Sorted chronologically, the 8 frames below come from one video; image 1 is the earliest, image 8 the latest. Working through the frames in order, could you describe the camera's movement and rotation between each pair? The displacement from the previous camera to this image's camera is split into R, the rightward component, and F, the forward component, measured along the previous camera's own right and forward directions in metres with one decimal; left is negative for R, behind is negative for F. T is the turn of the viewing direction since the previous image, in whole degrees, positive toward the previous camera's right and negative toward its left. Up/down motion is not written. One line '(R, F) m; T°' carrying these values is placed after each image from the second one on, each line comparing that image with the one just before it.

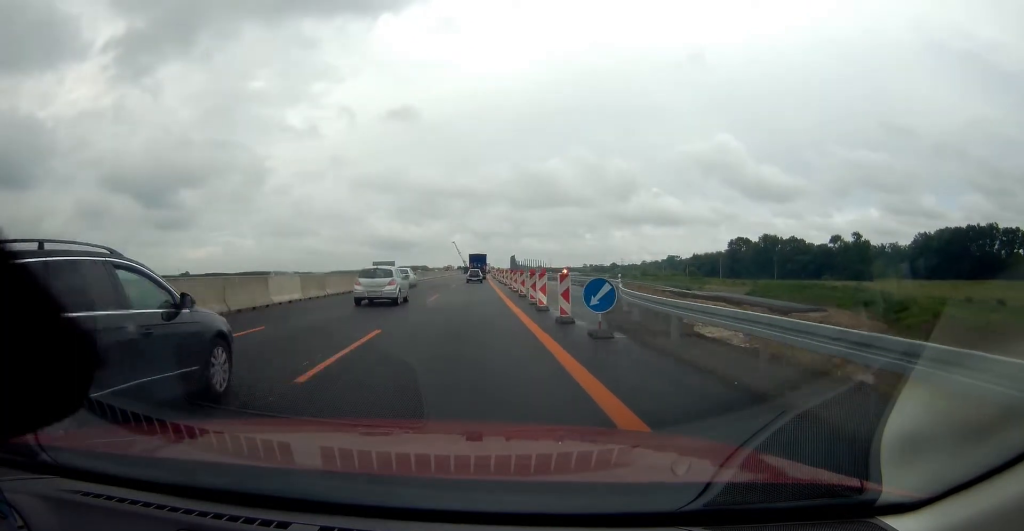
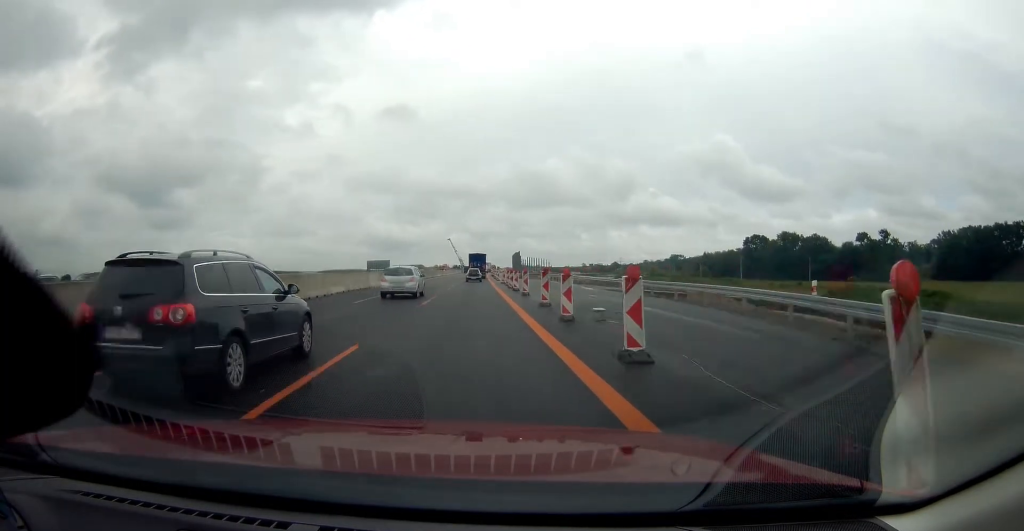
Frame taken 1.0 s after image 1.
(+0.1, +20.3) m; 0°
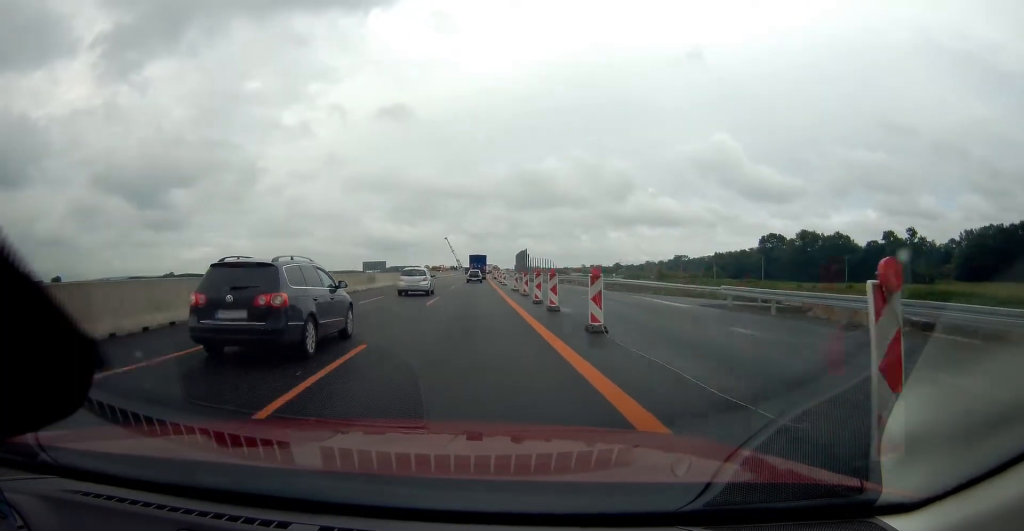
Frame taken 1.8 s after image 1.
(-0.2, +17.5) m; 0°
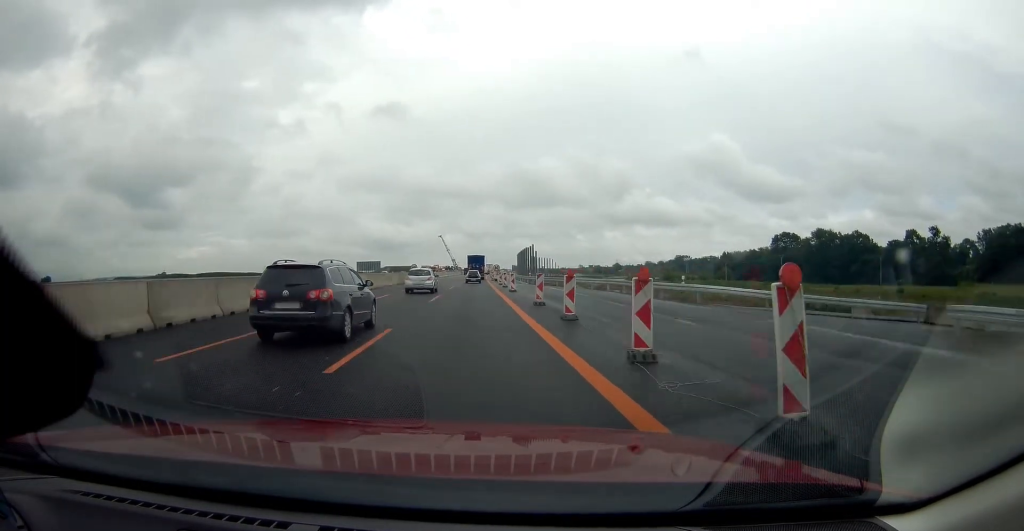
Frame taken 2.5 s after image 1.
(+0.2, +14.7) m; +1°
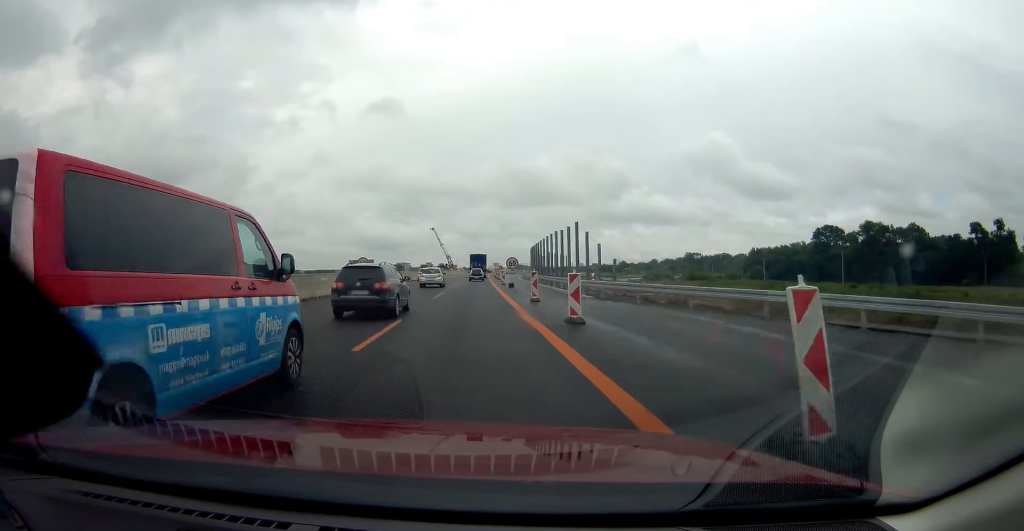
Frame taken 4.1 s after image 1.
(0.0, +33.6) m; 0°
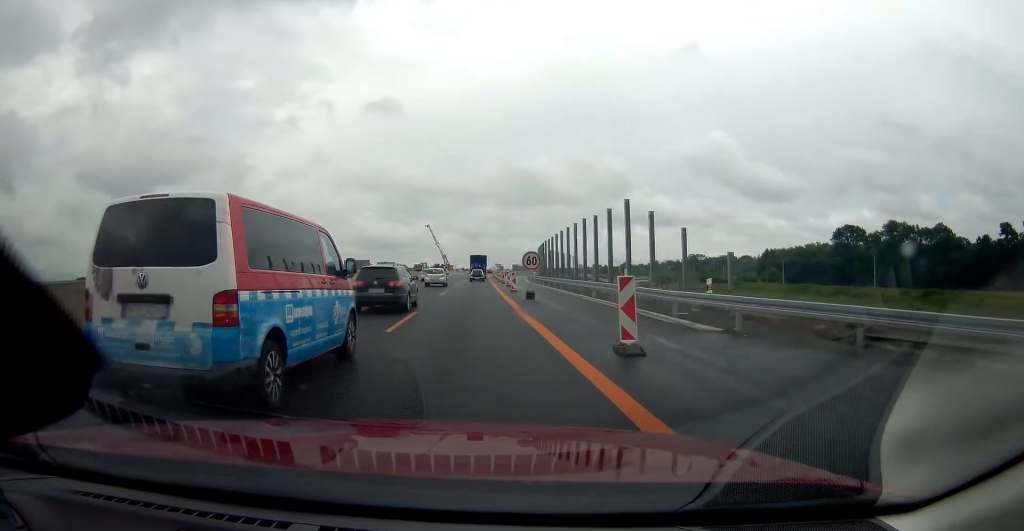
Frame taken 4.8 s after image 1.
(0.0, +14.7) m; 0°
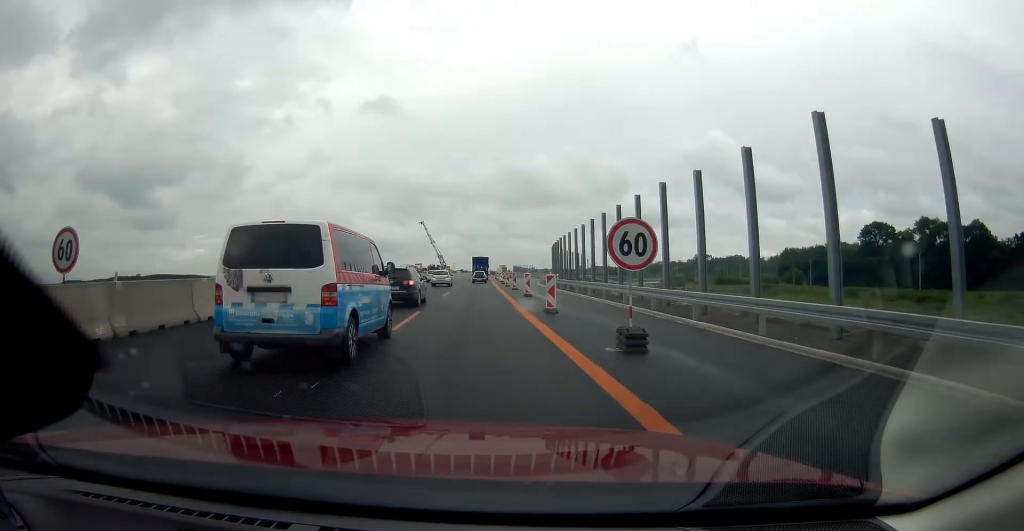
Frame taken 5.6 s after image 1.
(+0.1, +17.4) m; 0°
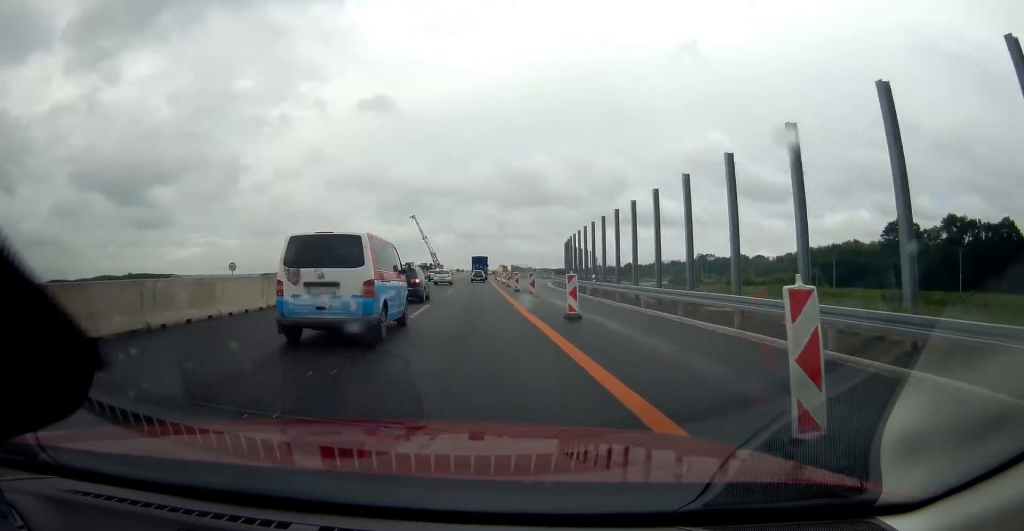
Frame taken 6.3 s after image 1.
(-0.1, +14.5) m; +1°
